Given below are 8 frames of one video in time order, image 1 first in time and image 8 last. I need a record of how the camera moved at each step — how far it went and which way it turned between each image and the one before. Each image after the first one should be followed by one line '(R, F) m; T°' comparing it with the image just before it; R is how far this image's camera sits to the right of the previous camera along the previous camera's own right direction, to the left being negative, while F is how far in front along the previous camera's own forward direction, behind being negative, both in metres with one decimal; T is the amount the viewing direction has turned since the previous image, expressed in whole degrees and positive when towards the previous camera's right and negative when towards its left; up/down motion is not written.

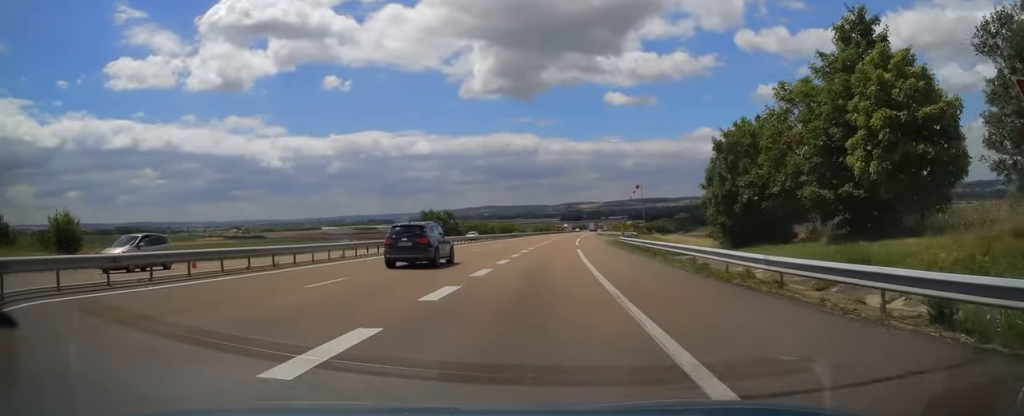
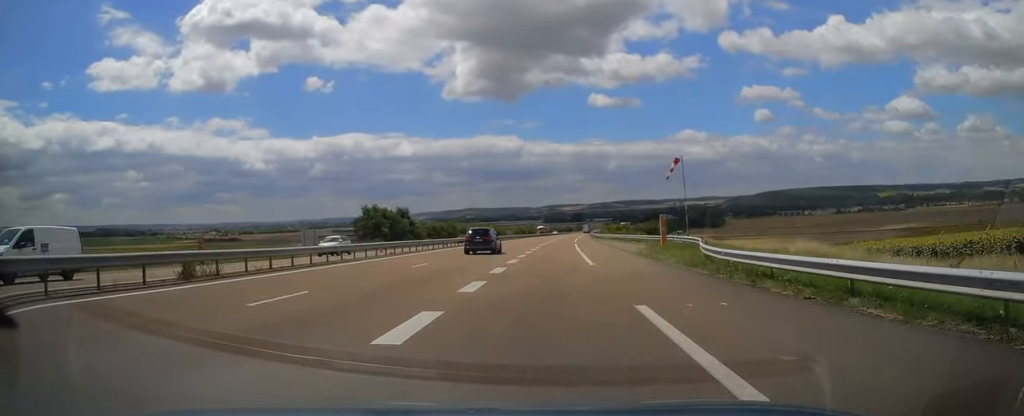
(+0.8, +29.6) m; +2°
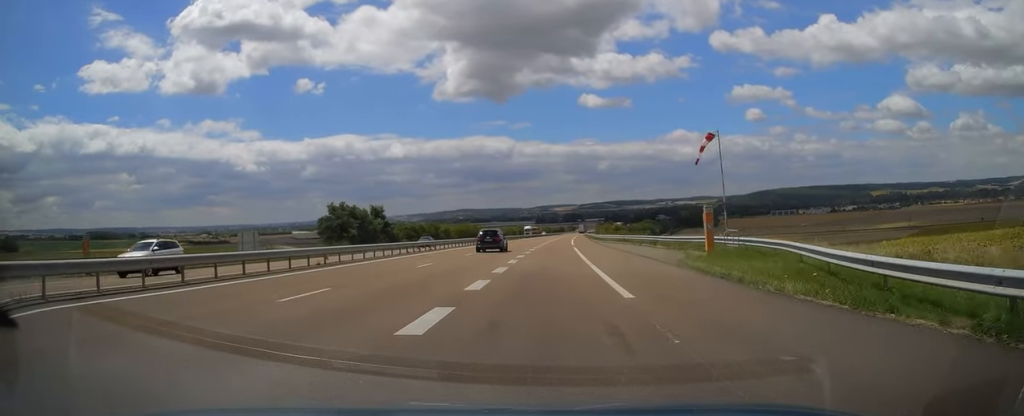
(+0.1, +11.6) m; +1°
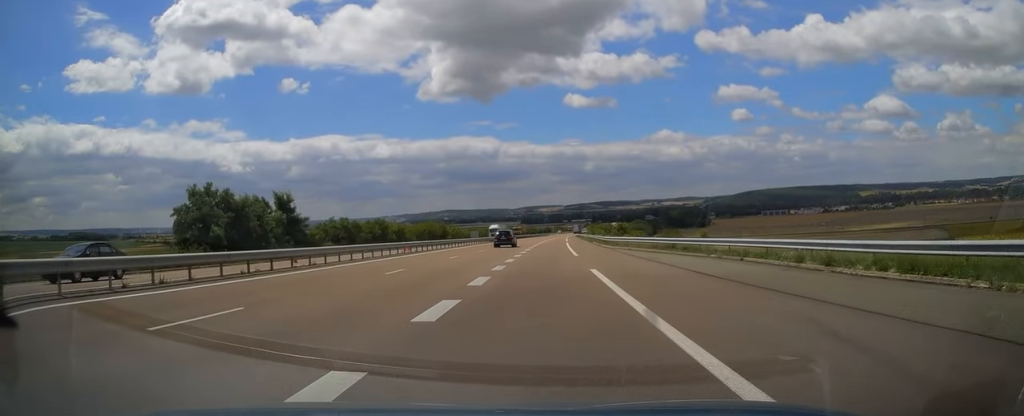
(+0.3, +30.2) m; +2°
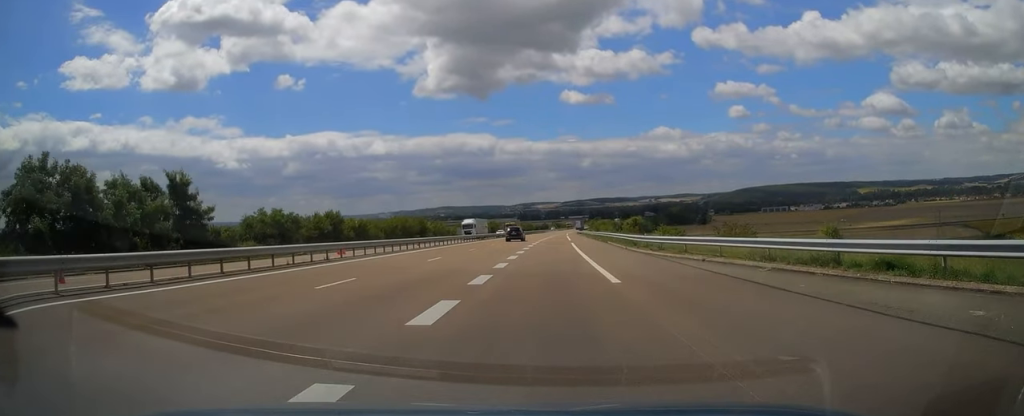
(+0.3, +19.5) m; +1°
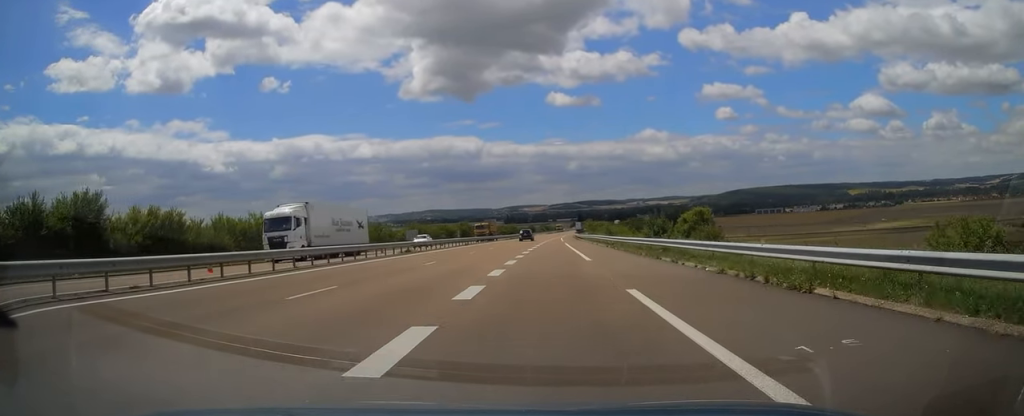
(+0.4, +41.6) m; +1°
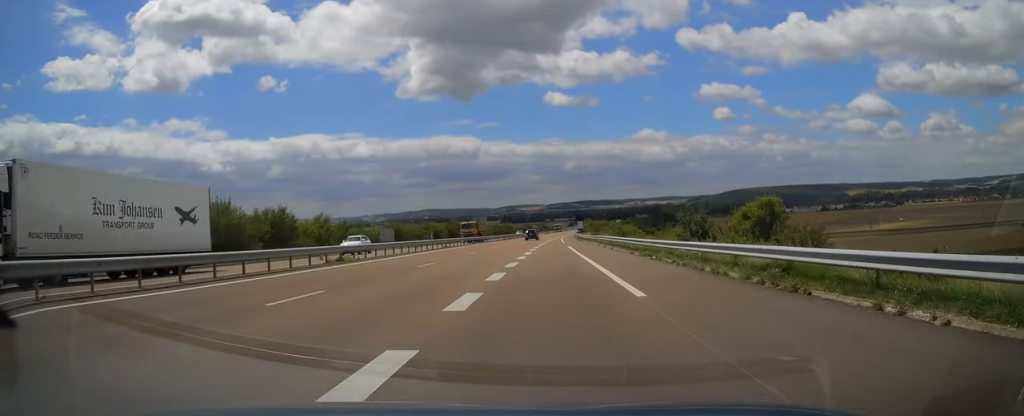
(0.0, +14.5) m; 0°
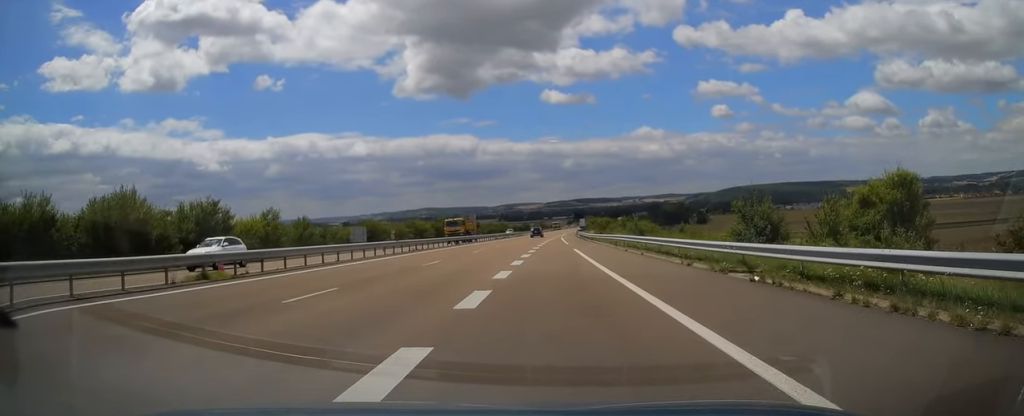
(0.0, +12.8) m; 0°
